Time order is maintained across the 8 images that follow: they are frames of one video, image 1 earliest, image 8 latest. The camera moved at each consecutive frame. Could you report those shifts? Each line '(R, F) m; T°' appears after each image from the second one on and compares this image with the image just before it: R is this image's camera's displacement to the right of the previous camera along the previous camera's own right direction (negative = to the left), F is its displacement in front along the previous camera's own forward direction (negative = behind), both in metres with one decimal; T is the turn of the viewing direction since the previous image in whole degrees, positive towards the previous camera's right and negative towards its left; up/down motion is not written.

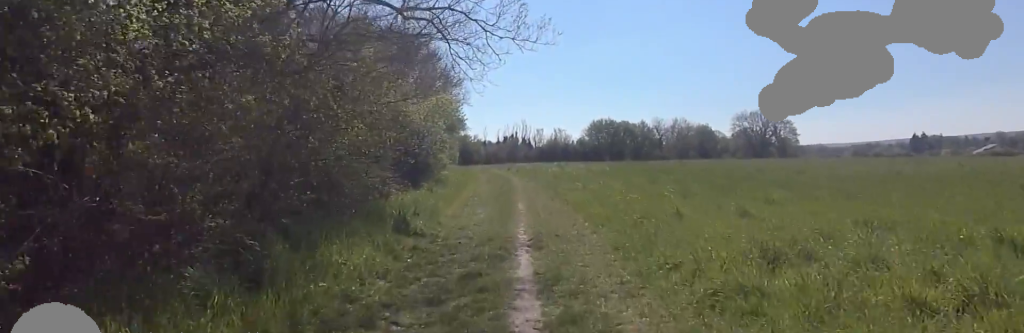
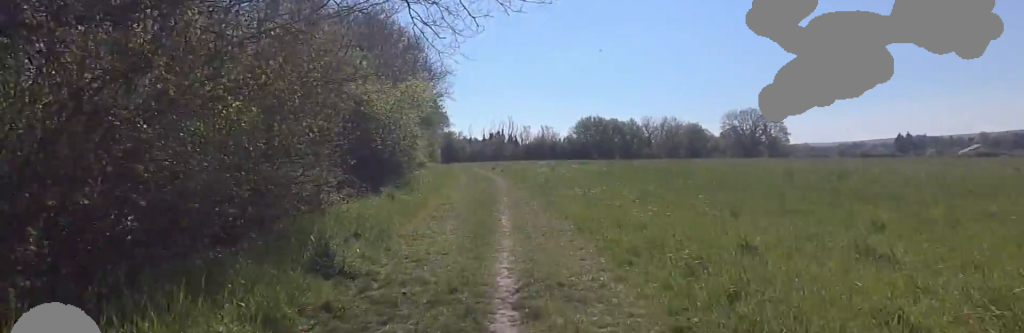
(-0.3, +3.3) m; -5°
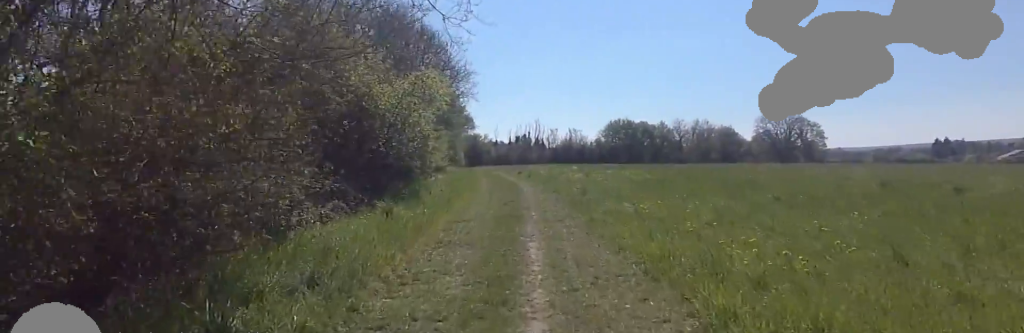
(0.0, +3.0) m; 0°
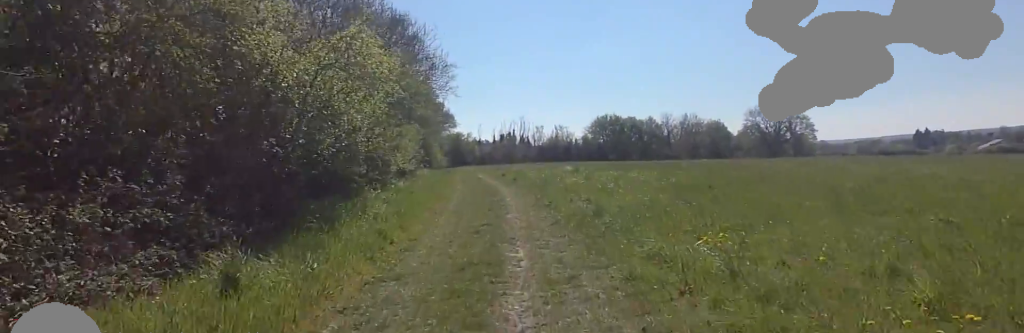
(0.0, +5.1) m; 0°
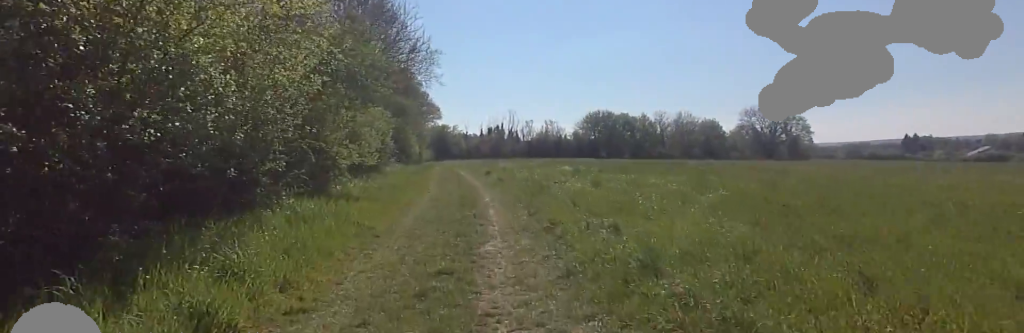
(0.0, +4.4) m; -6°
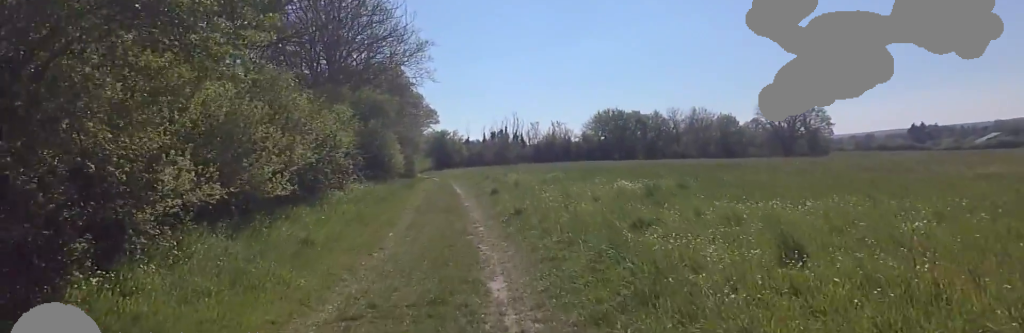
(-0.2, +8.9) m; +3°
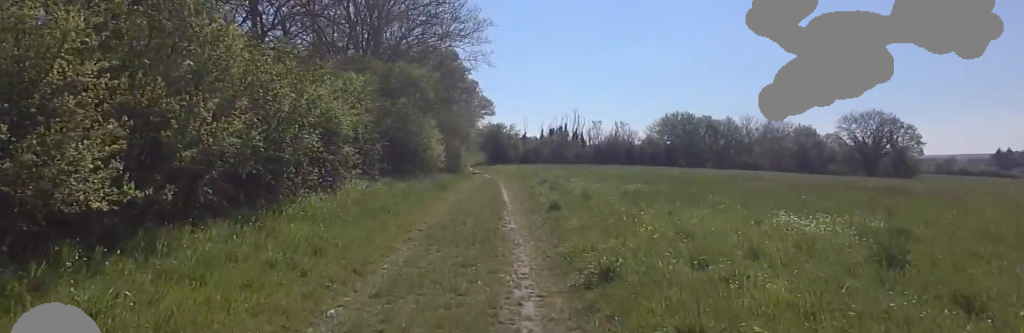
(+0.1, +6.1) m; -8°
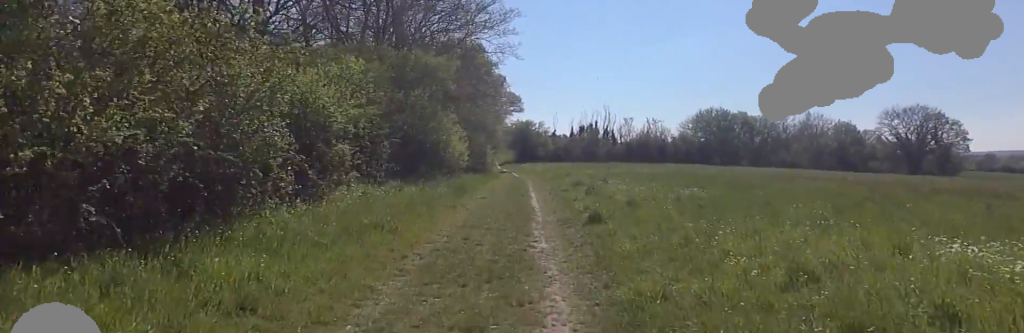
(-0.3, +2.8) m; -1°
